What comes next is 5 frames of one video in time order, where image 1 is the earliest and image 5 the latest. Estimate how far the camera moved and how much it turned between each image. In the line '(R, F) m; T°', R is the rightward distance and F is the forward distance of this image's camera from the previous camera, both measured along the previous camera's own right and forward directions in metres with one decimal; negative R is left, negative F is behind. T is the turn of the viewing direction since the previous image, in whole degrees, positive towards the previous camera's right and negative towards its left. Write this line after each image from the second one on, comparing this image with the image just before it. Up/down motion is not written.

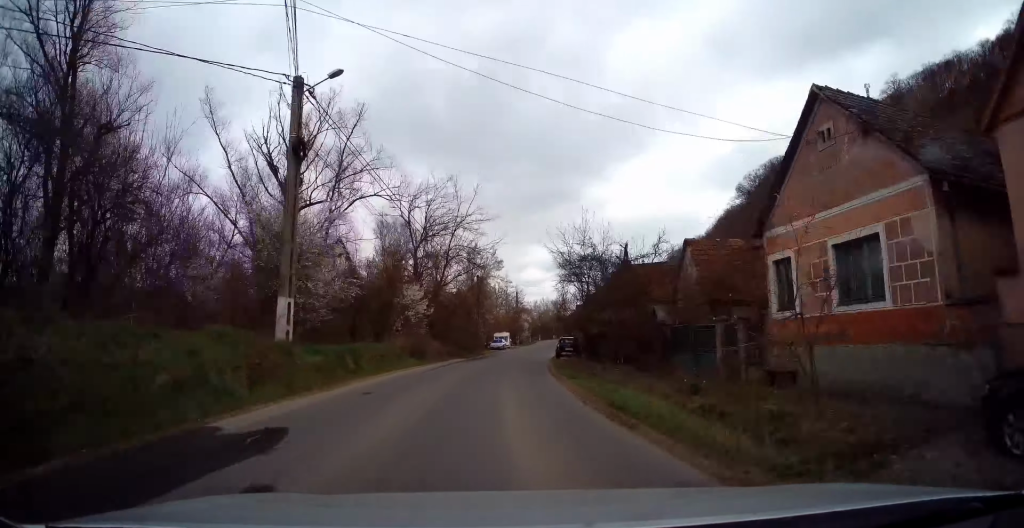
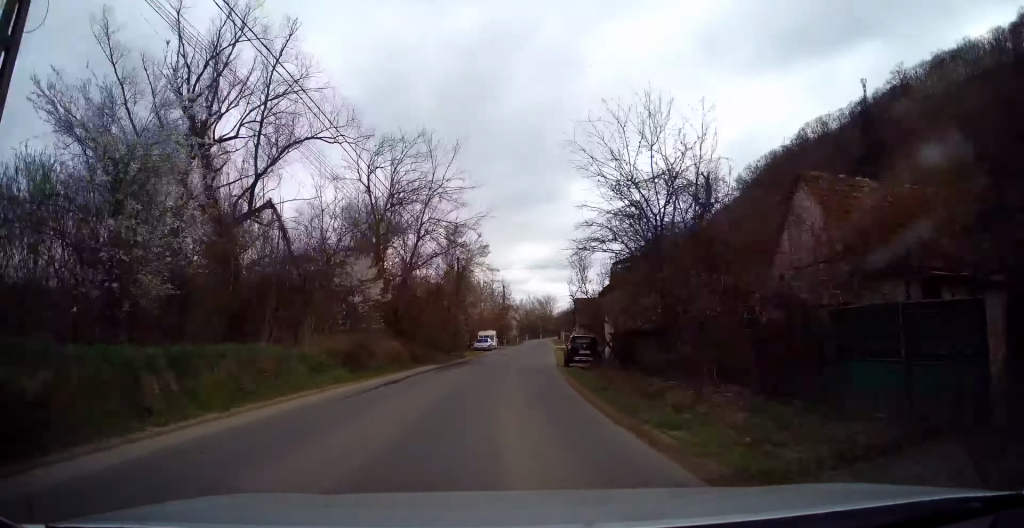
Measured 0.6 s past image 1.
(+0.2, +10.6) m; +1°
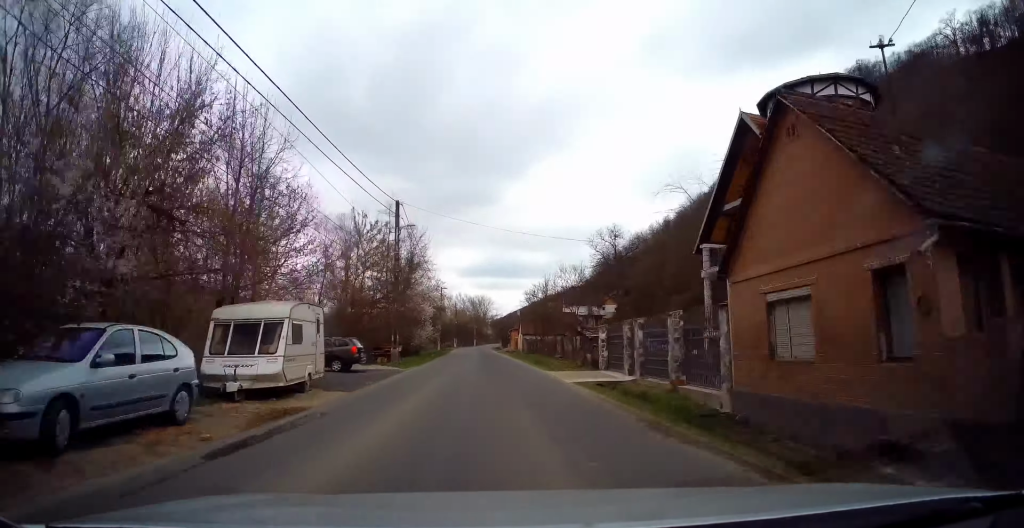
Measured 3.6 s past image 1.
(+3.6, +52.5) m; +8°
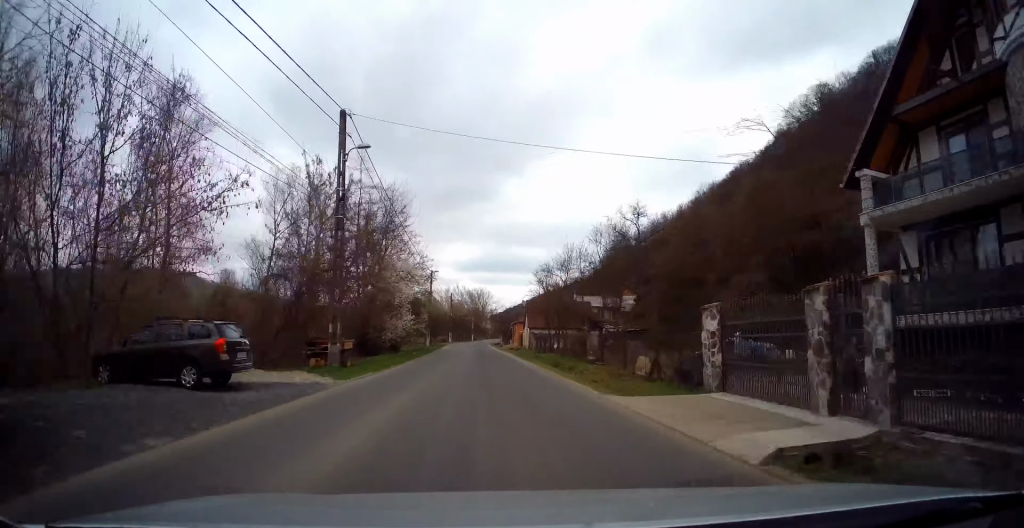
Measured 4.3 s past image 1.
(+0.3, +12.1) m; +1°
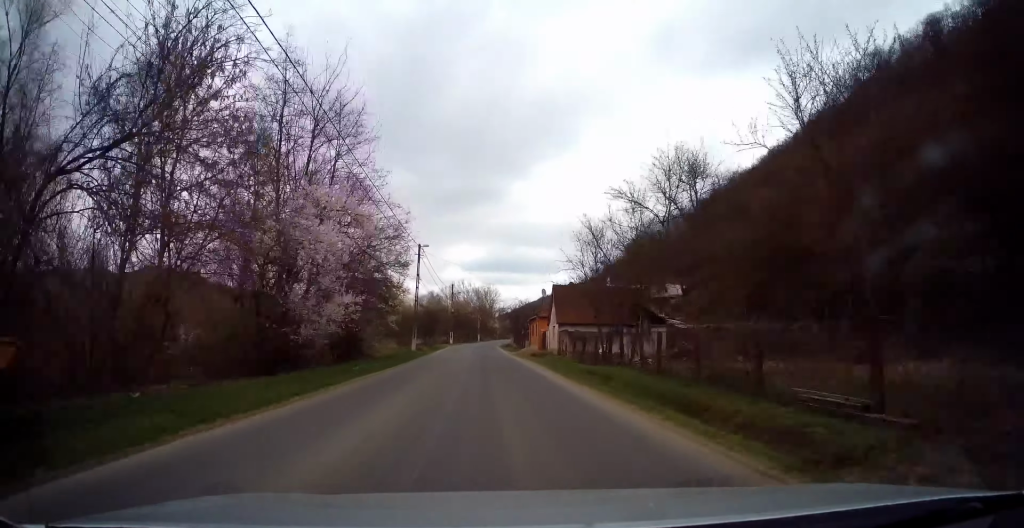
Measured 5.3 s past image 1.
(-0.1, +16.7) m; -2°
